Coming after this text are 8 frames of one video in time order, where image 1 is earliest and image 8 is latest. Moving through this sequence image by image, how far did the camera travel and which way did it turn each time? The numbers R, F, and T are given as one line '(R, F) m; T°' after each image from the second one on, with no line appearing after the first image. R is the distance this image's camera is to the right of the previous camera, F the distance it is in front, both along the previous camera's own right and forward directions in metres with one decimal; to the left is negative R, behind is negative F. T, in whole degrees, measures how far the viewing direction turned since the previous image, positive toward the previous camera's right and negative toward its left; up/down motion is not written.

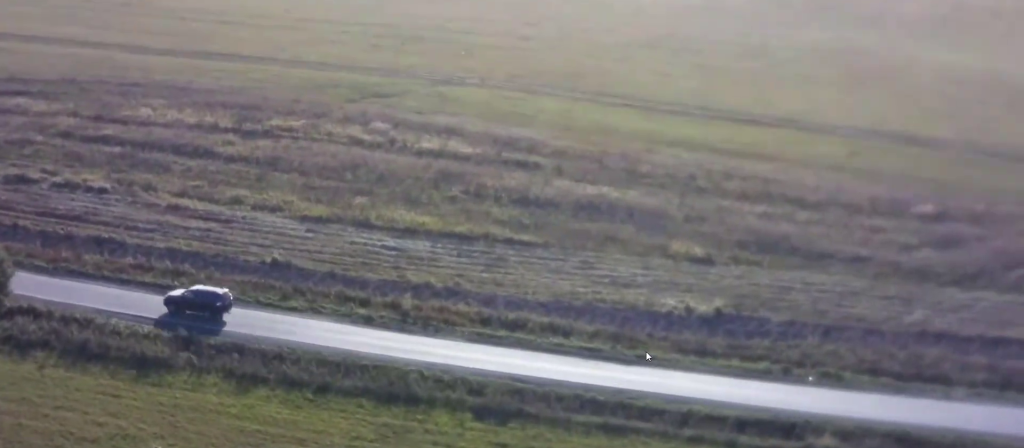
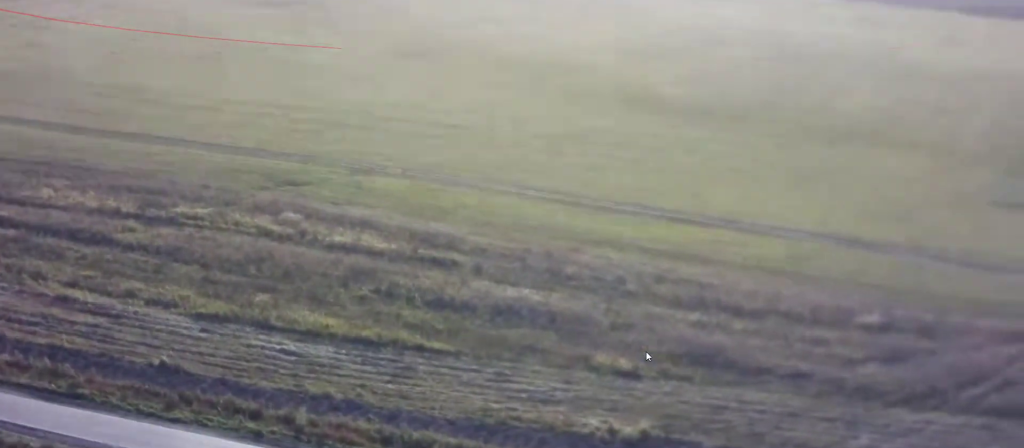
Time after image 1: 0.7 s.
(-0.2, +8.8) m; 0°
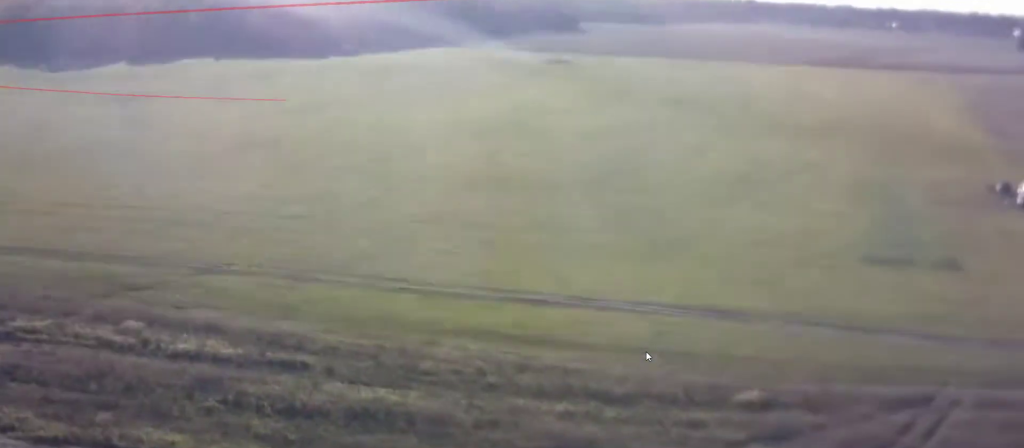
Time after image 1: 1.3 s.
(+0.3, +7.3) m; +1°
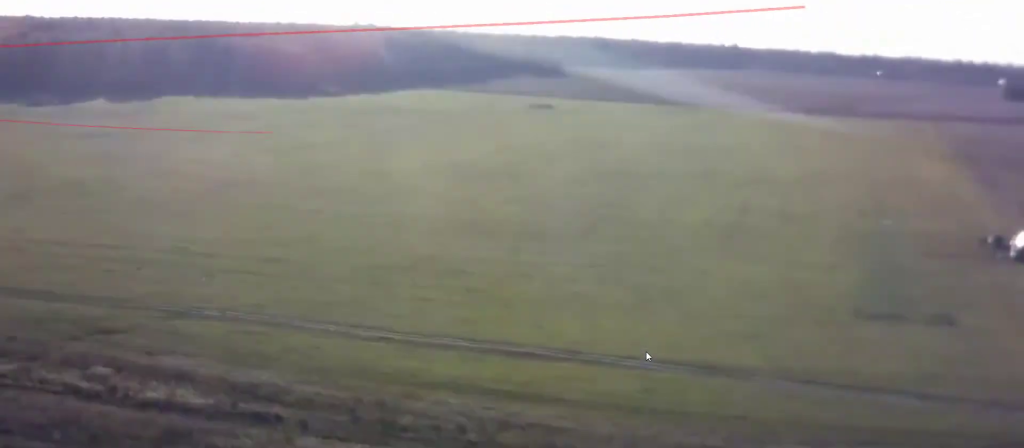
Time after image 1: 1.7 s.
(0.0, +4.9) m; 0°
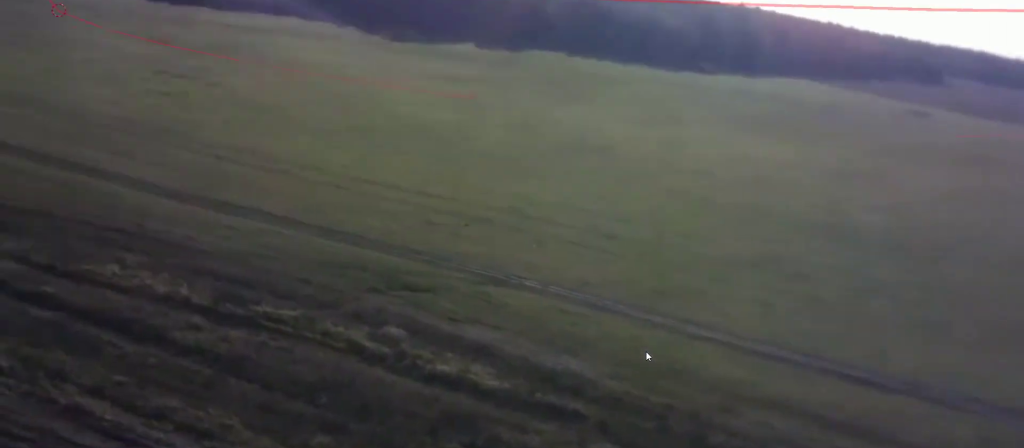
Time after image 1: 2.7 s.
(-0.1, +12.3) m; -1°
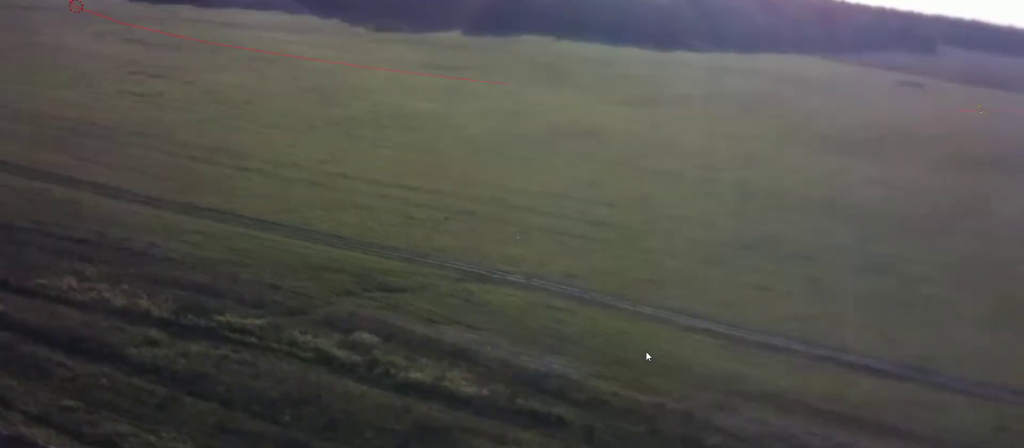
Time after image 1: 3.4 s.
(0.0, +8.7) m; -2°
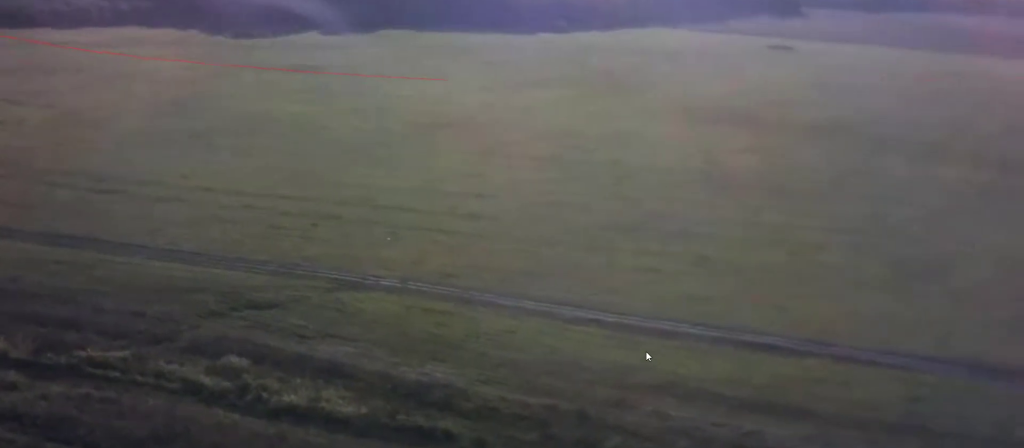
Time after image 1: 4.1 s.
(-0.3, +7.9) m; -1°
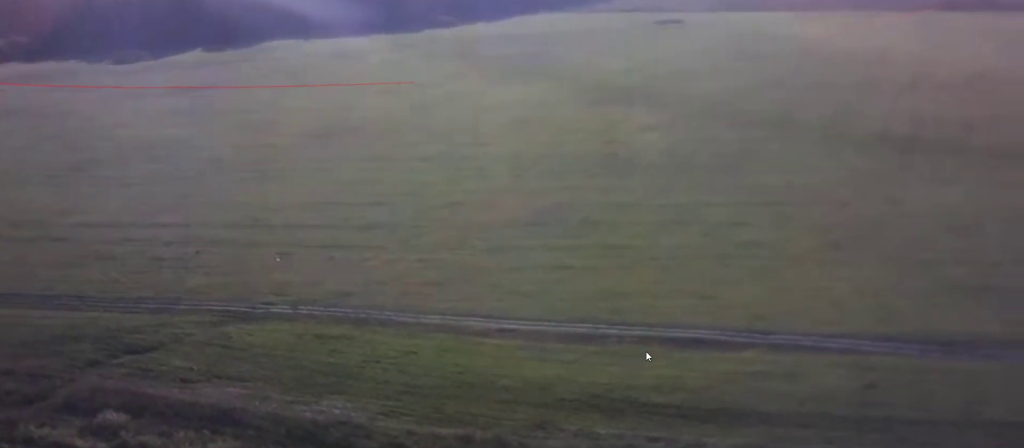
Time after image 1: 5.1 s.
(-0.2, +12.9) m; +2°
